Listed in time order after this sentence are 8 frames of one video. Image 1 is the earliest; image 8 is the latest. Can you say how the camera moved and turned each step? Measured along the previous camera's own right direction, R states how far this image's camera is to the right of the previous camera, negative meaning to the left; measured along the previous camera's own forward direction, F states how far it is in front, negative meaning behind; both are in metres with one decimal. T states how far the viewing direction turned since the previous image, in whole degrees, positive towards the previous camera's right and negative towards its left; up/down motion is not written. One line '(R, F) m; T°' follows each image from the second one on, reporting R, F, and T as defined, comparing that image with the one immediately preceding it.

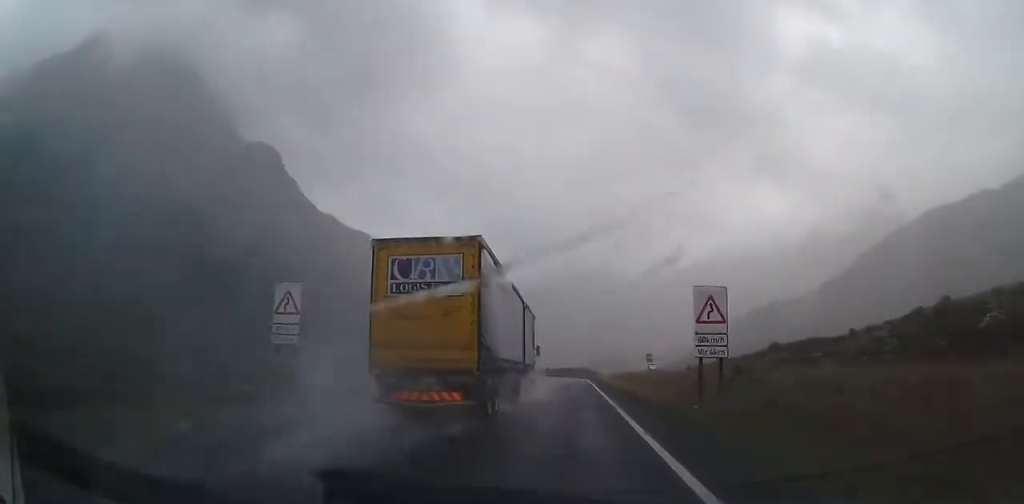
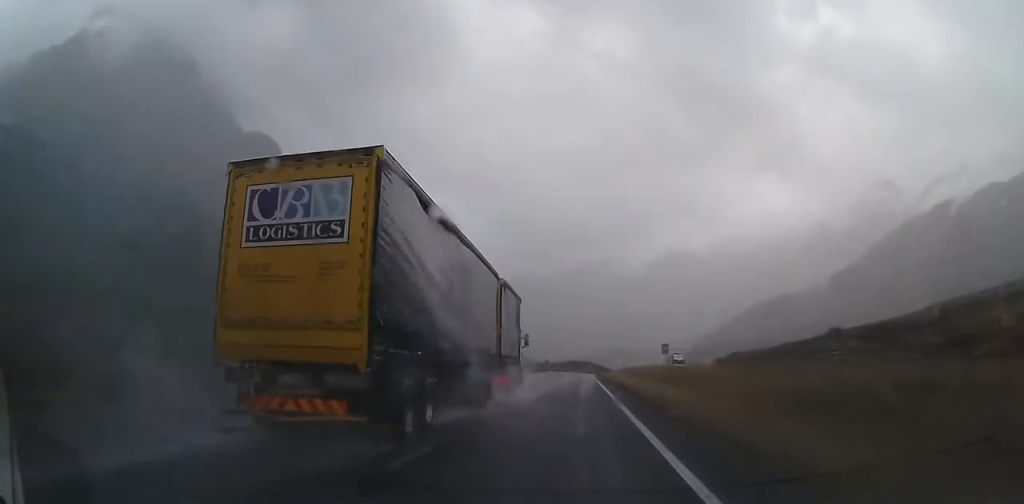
(0.0, +30.9) m; 0°
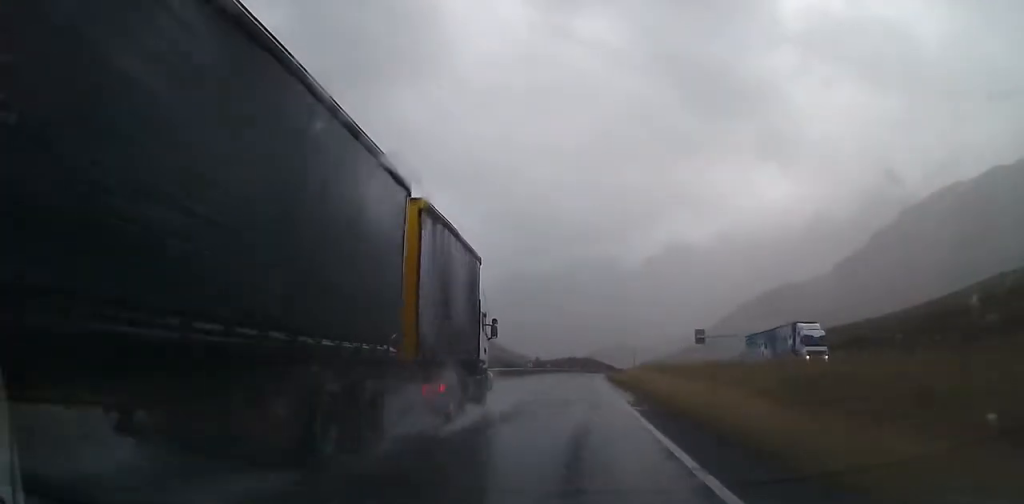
(+0.4, +53.7) m; +1°
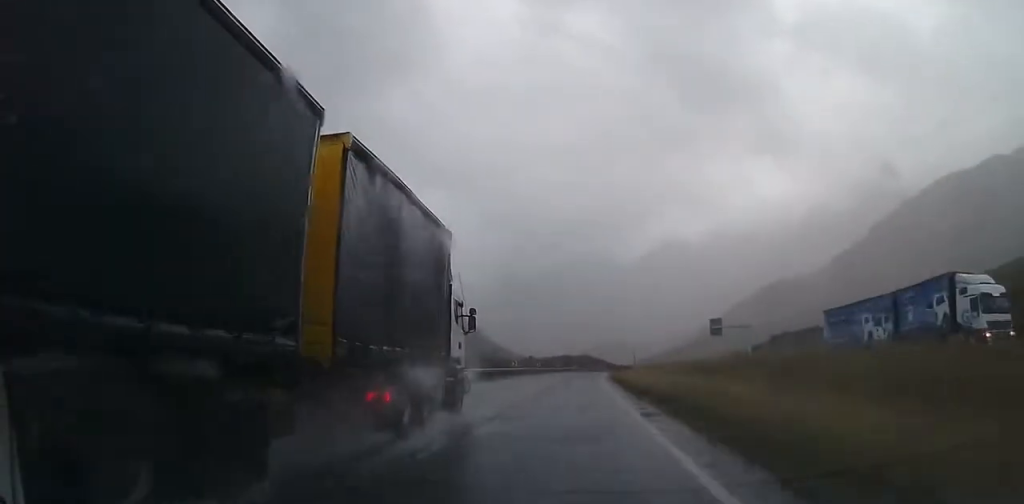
(0.0, +17.5) m; 0°
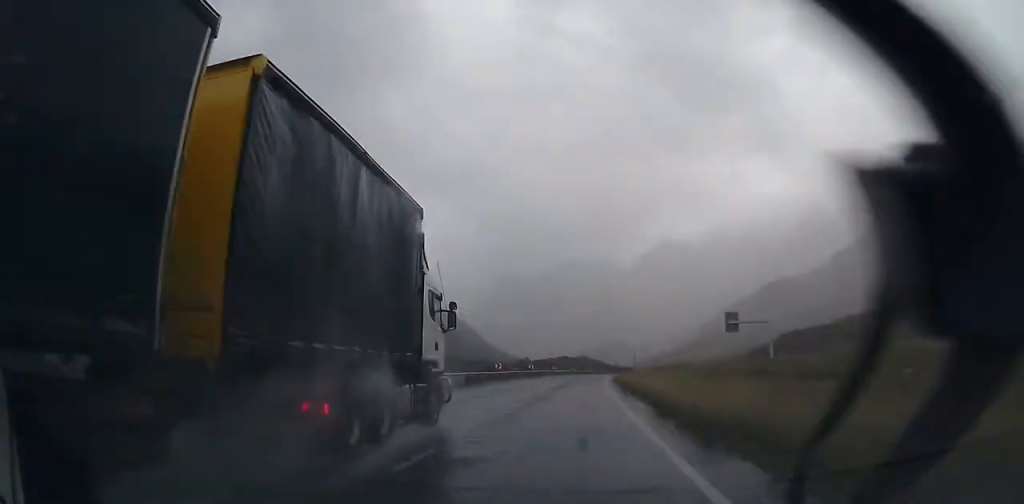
(0.0, +12.9) m; 0°
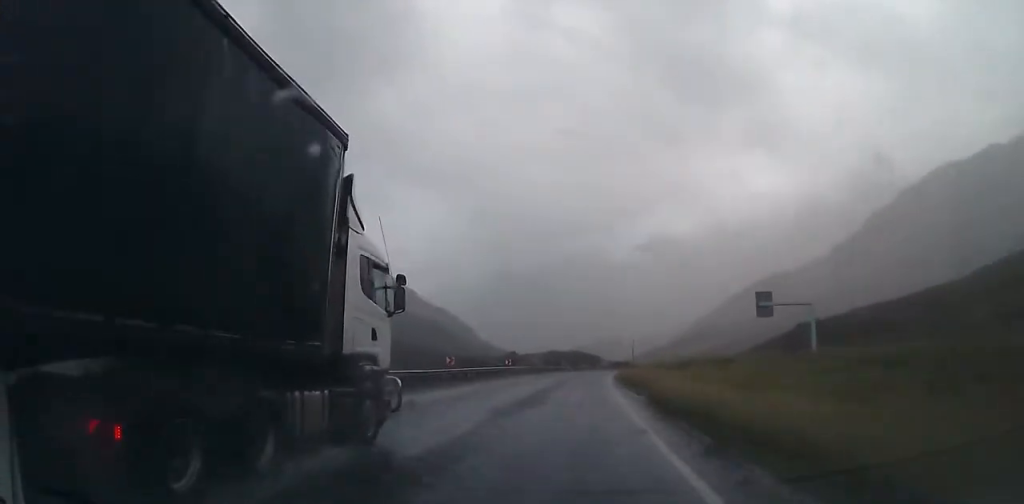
(0.0, +20.3) m; 0°
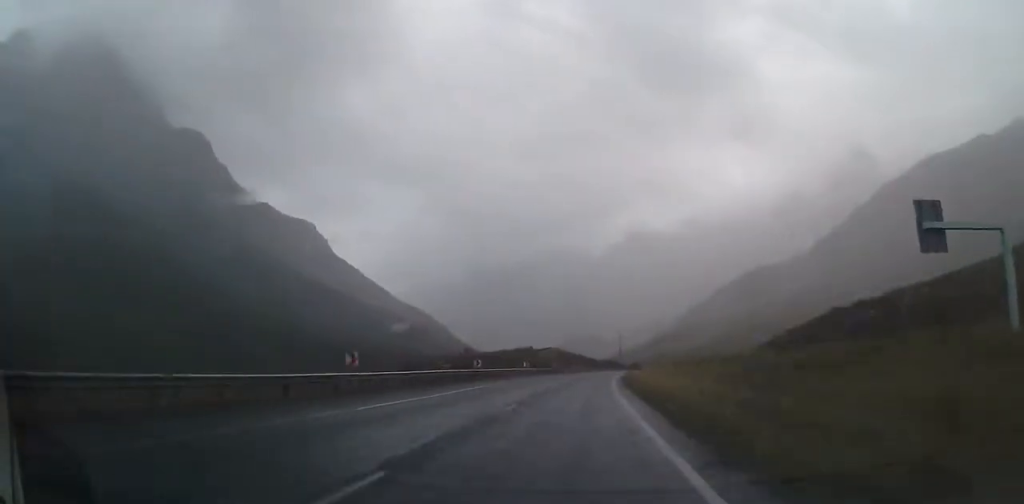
(+0.4, +41.7) m; +2°
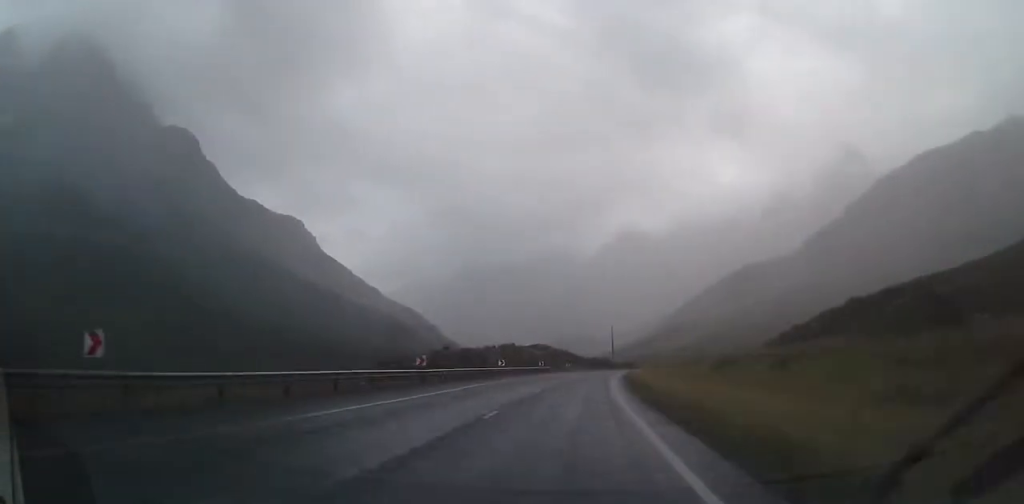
(-0.1, +14.8) m; +1°
